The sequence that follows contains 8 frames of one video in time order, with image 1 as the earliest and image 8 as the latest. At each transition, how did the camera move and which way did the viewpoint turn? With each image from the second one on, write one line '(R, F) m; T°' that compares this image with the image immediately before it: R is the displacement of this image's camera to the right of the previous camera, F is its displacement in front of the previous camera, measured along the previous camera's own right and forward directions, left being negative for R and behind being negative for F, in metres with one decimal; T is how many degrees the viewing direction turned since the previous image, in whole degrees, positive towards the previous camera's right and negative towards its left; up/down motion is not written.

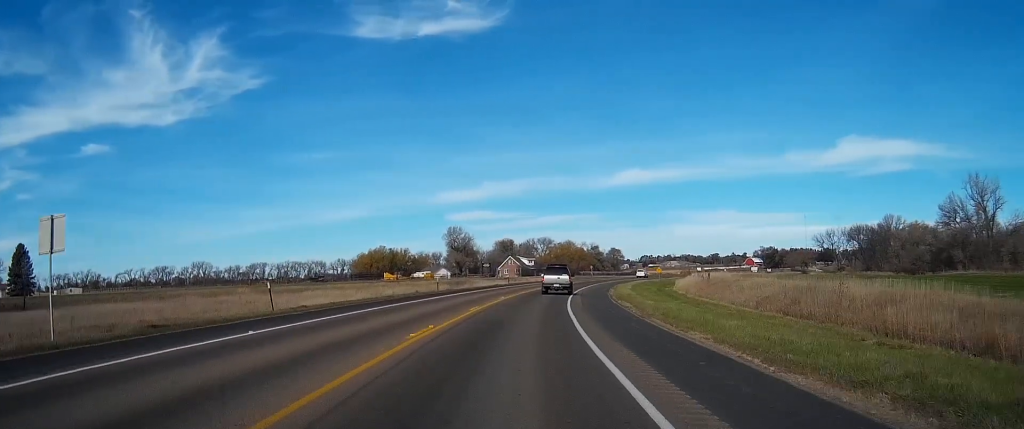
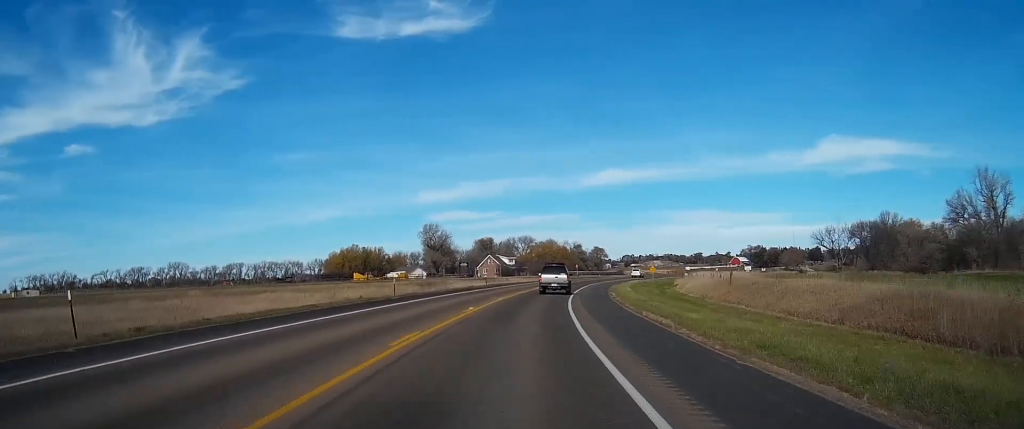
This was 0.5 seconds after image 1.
(+0.2, +13.6) m; +1°
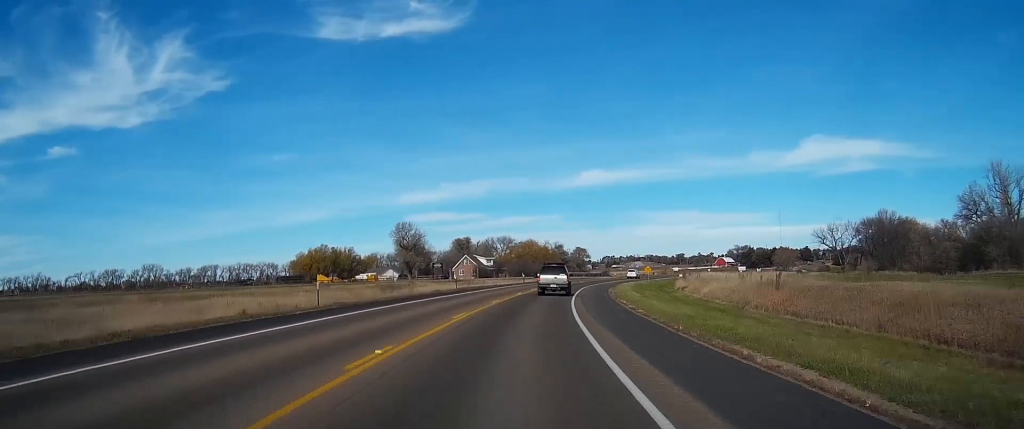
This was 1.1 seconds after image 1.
(+0.2, +15.2) m; +2°
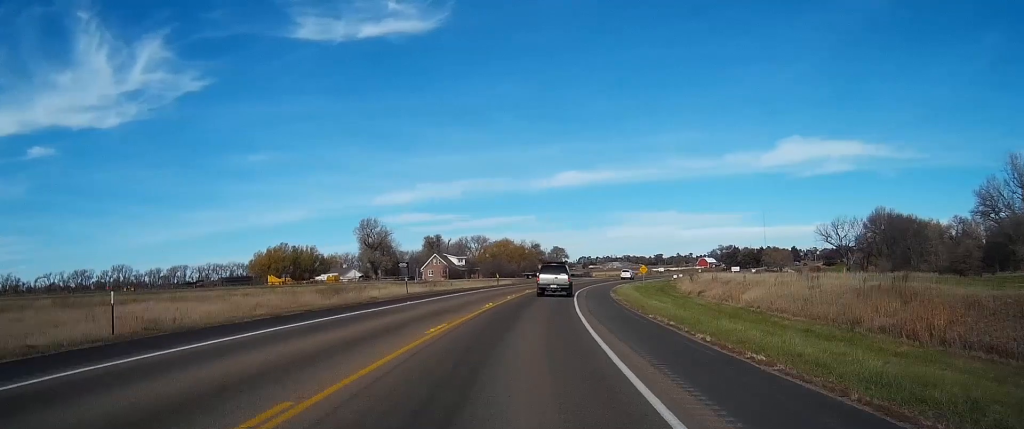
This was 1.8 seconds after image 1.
(+0.3, +17.4) m; +2°
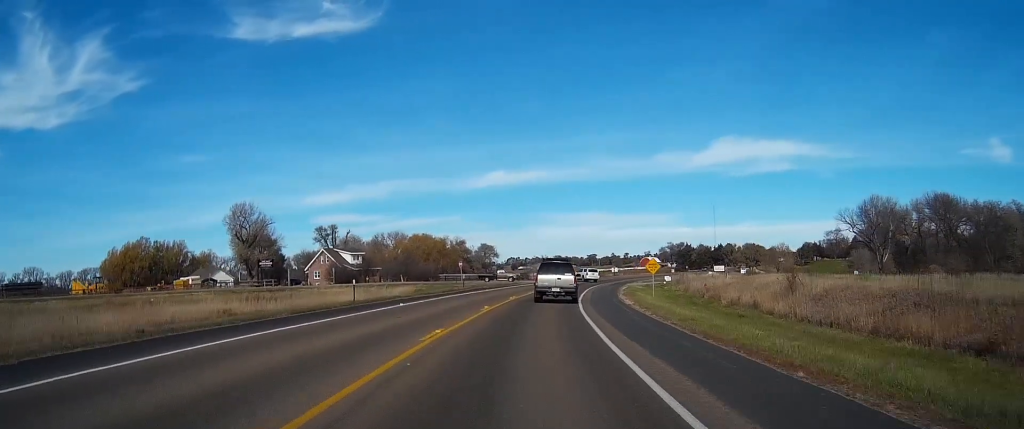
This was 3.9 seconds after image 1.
(+2.6, +49.0) m; +6°
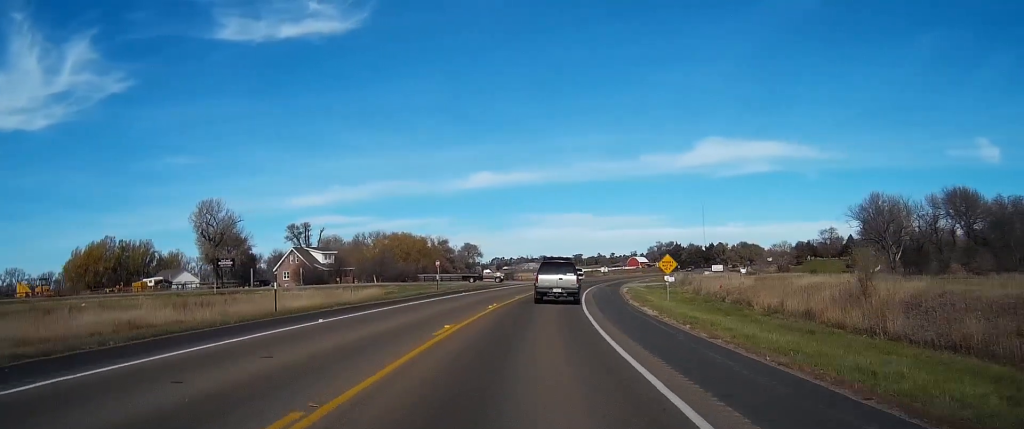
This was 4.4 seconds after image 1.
(0.0, +10.7) m; +1°
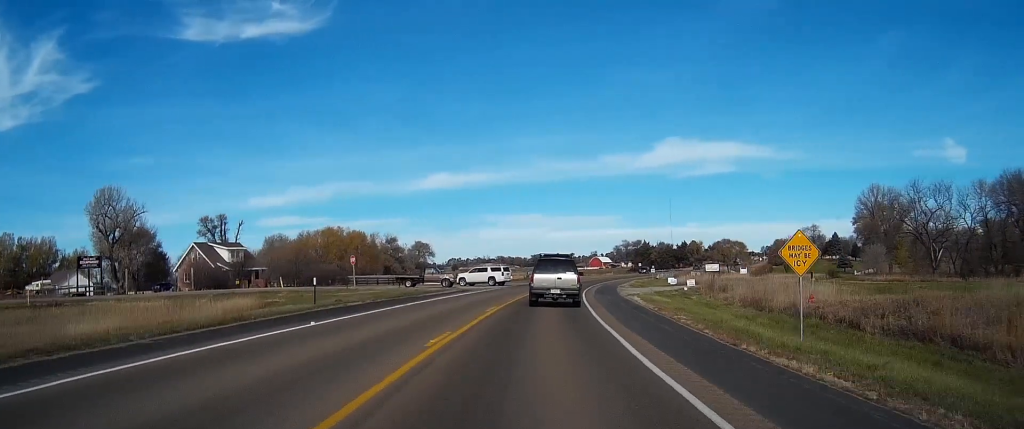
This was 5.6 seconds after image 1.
(+0.9, +26.4) m; +3°
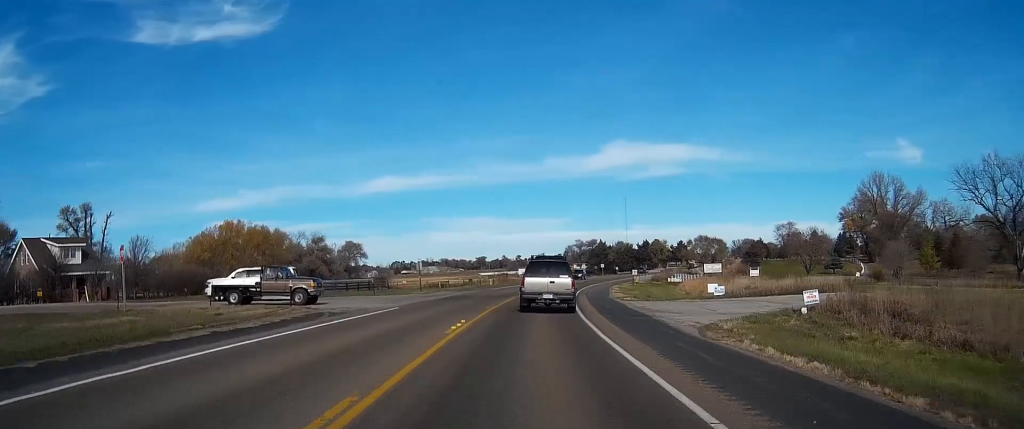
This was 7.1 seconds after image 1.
(+1.2, +32.0) m; +4°
